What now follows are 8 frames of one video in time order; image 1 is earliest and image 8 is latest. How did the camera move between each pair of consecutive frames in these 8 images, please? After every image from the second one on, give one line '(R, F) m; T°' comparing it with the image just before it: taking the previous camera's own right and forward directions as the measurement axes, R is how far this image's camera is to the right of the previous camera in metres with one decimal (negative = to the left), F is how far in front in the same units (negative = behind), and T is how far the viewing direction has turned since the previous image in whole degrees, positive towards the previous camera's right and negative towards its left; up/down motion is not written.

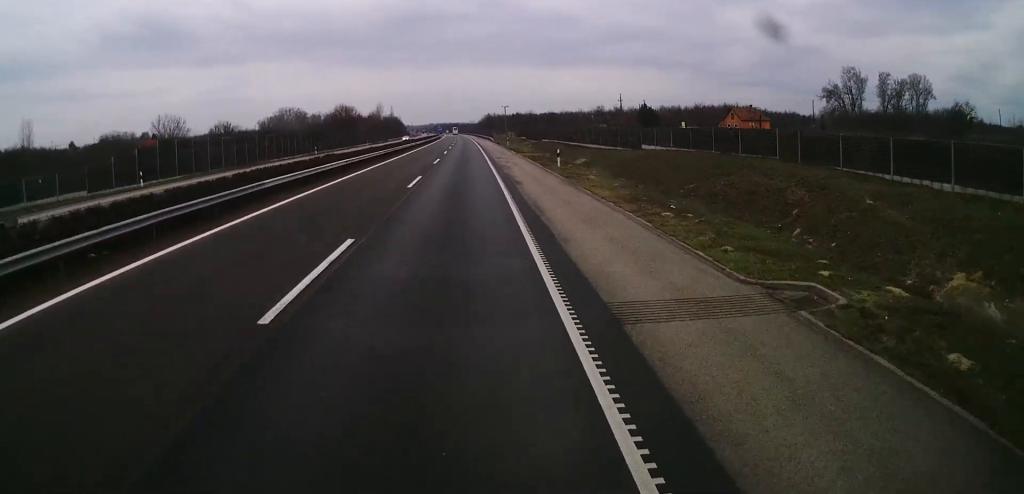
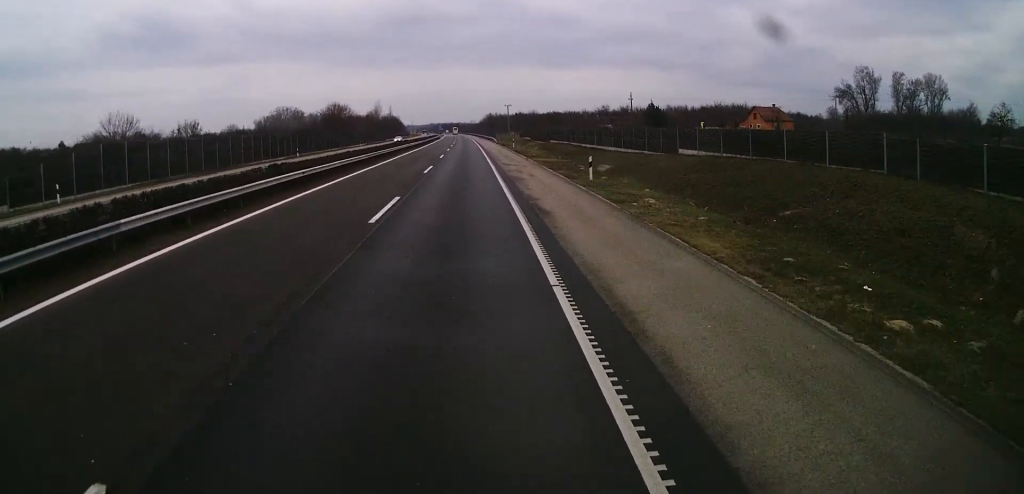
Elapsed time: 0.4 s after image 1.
(0.0, +10.0) m; 0°
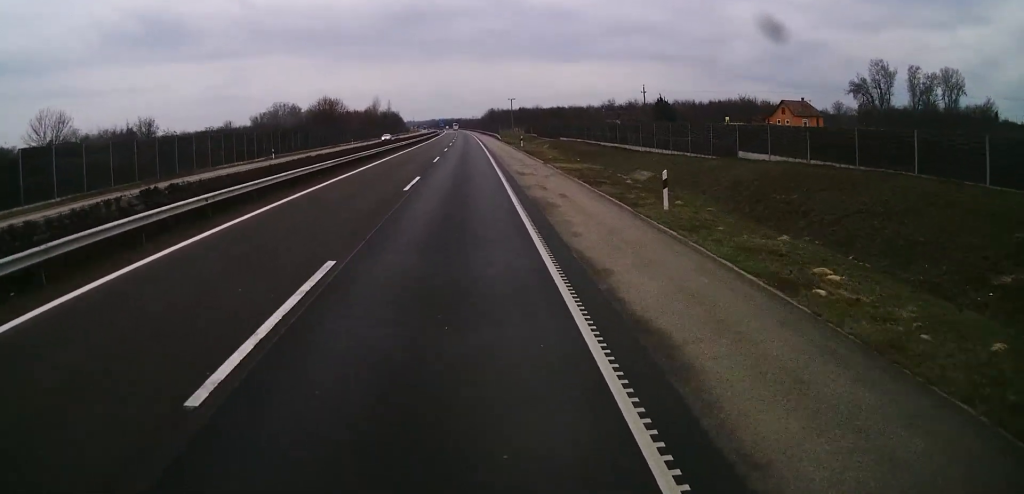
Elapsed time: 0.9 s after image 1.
(0.0, +10.8) m; 0°
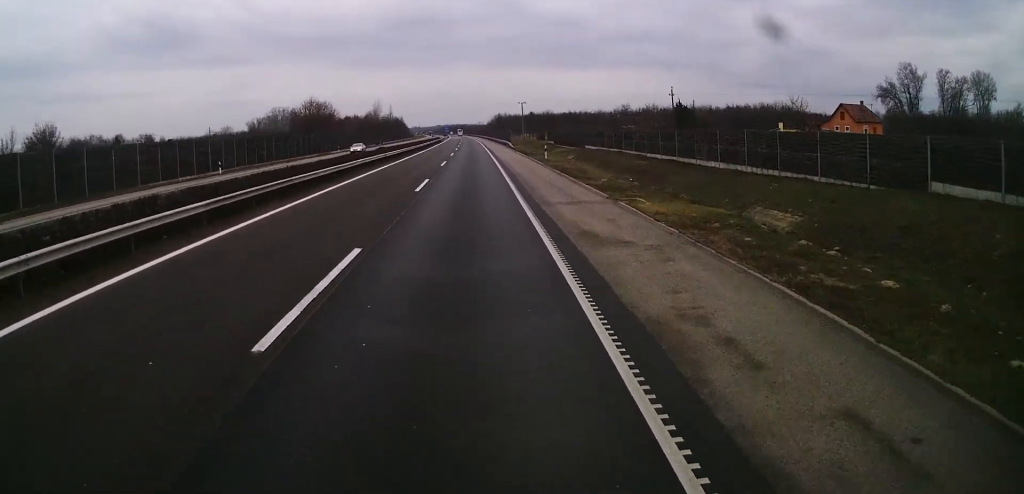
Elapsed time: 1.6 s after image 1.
(0.0, +16.8) m; -1°
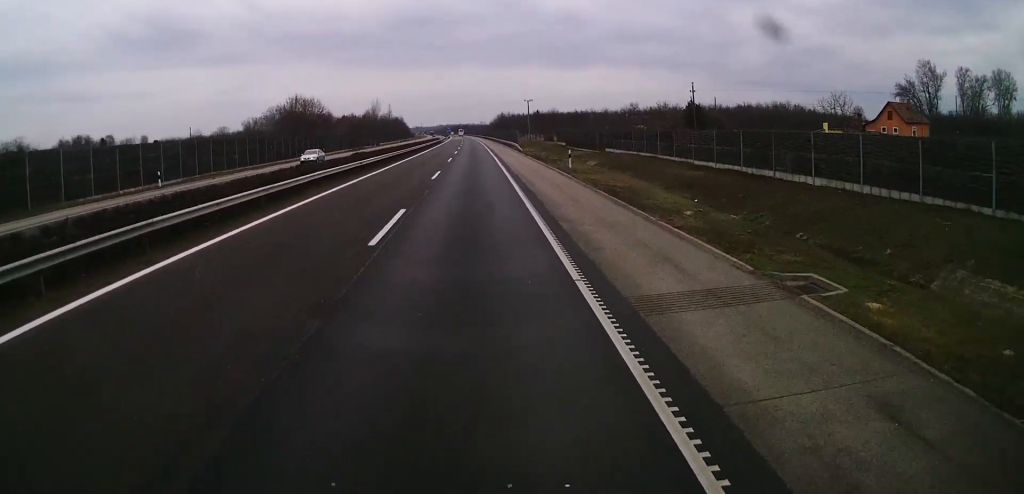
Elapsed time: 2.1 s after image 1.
(-0.1, +11.5) m; 0°
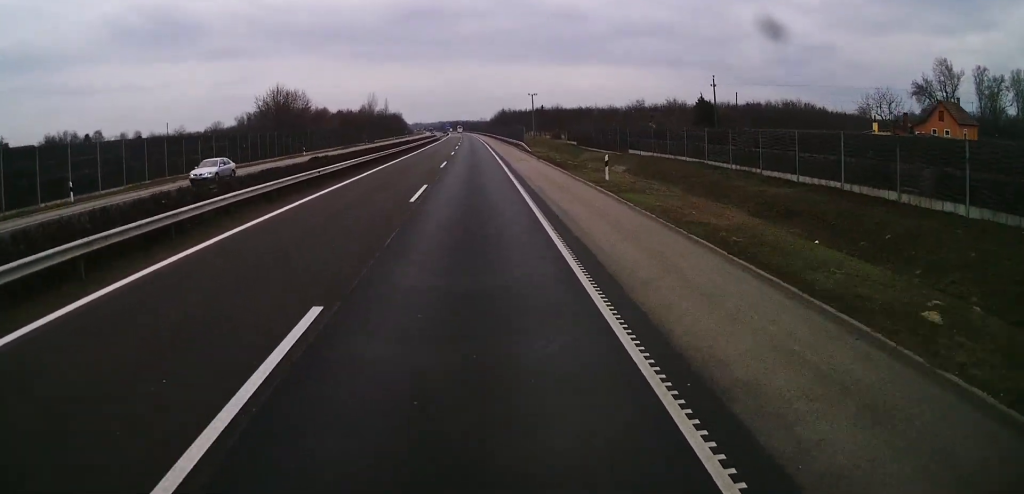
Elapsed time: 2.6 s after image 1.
(-0.1, +10.7) m; 0°
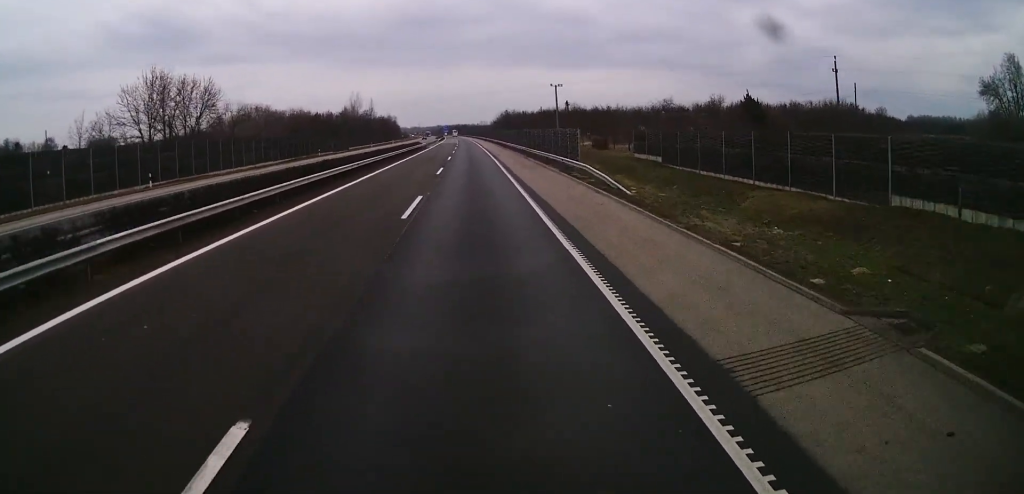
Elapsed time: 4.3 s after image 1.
(-0.2, +39.7) m; 0°
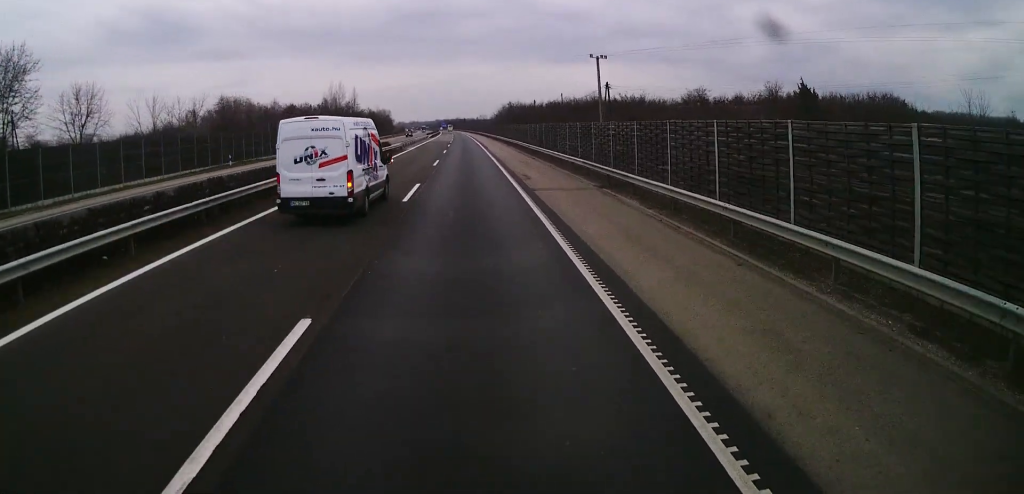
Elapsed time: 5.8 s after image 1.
(0.0, +33.8) m; 0°
